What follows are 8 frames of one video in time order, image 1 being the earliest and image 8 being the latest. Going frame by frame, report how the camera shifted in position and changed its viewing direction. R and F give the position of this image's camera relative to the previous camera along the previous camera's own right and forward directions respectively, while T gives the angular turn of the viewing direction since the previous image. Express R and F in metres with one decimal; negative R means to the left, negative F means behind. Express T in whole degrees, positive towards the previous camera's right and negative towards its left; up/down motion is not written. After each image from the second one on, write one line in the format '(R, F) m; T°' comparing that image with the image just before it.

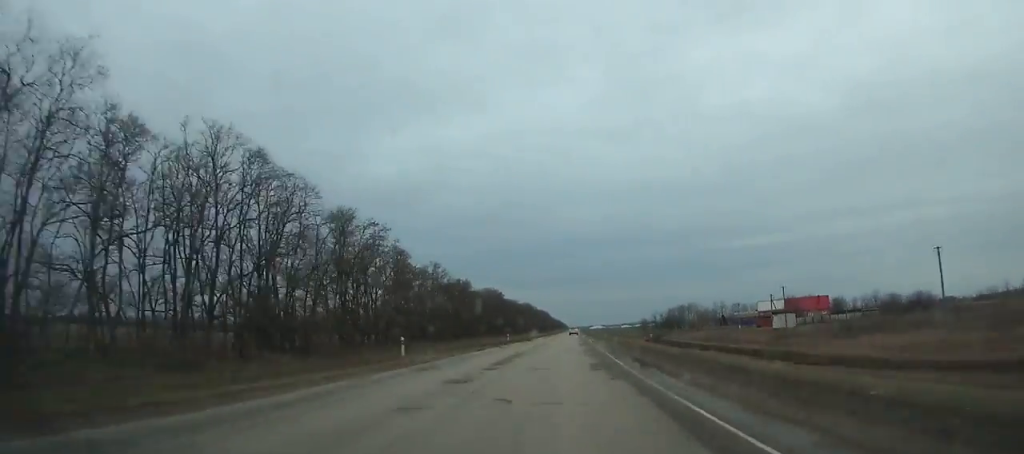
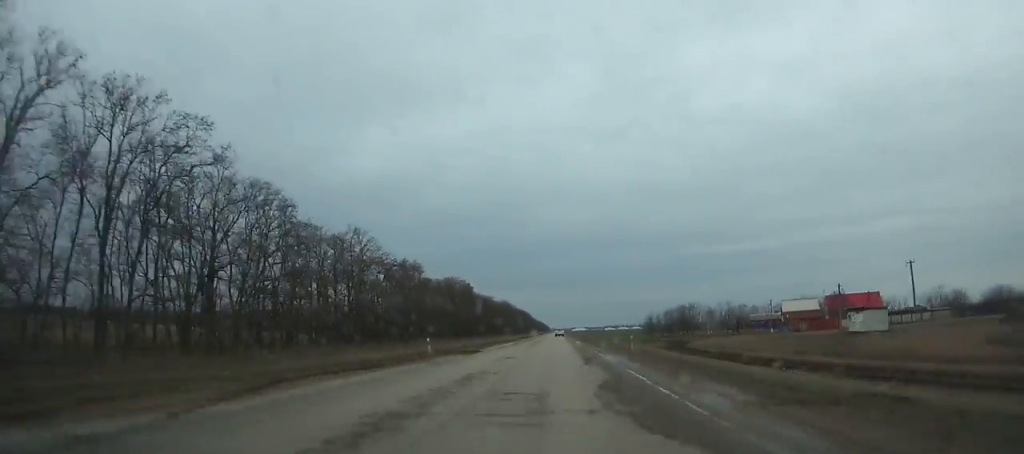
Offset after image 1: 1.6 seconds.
(+0.7, +37.0) m; +1°
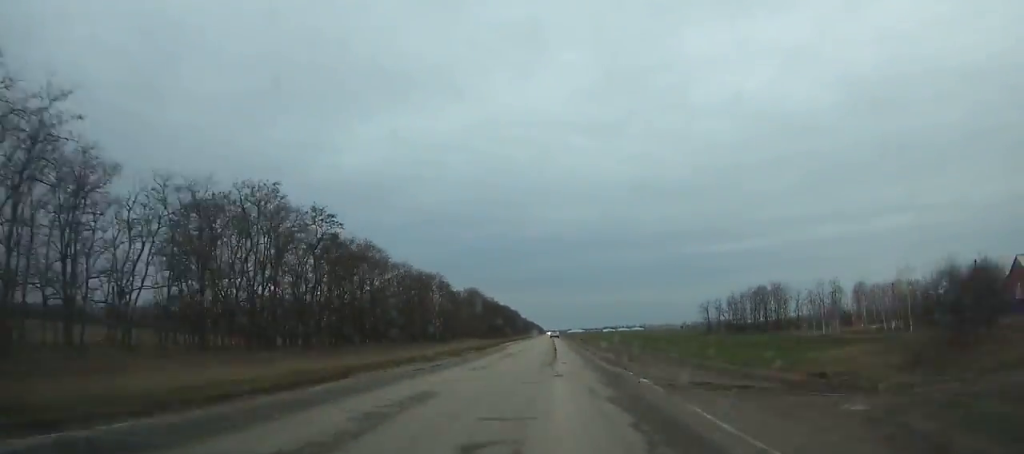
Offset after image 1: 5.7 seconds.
(+1.6, +96.7) m; +1°
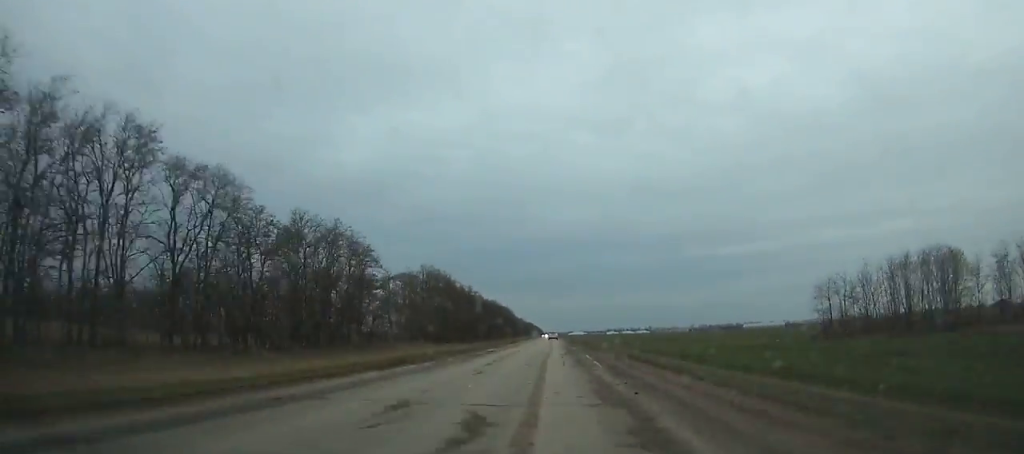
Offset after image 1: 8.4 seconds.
(0.0, +65.1) m; 0°
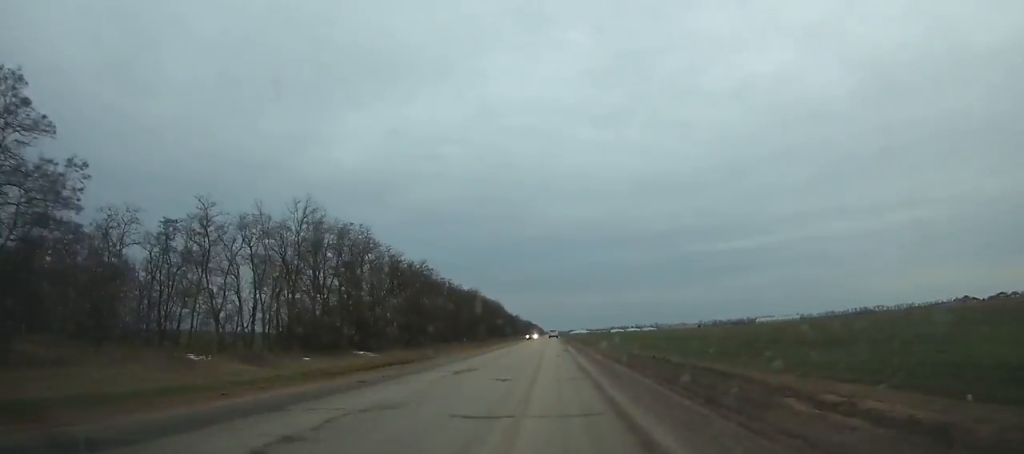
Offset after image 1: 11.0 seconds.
(-0.2, +63.6) m; 0°
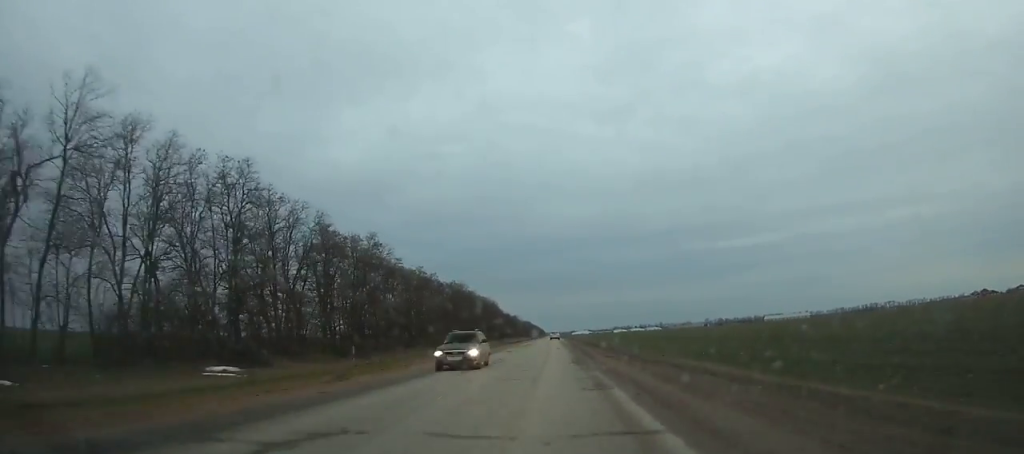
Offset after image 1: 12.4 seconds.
(-0.2, +34.5) m; 0°
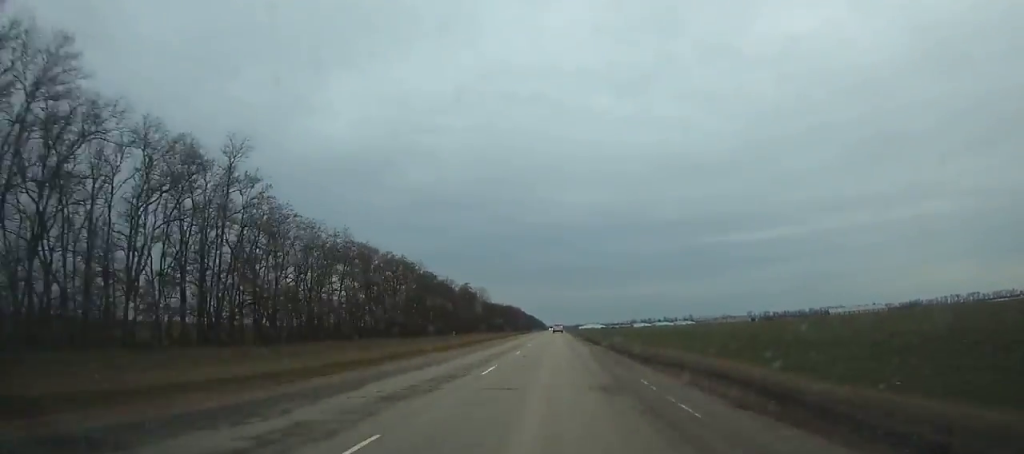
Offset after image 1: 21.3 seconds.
(-0.3, +222.0) m; 0°
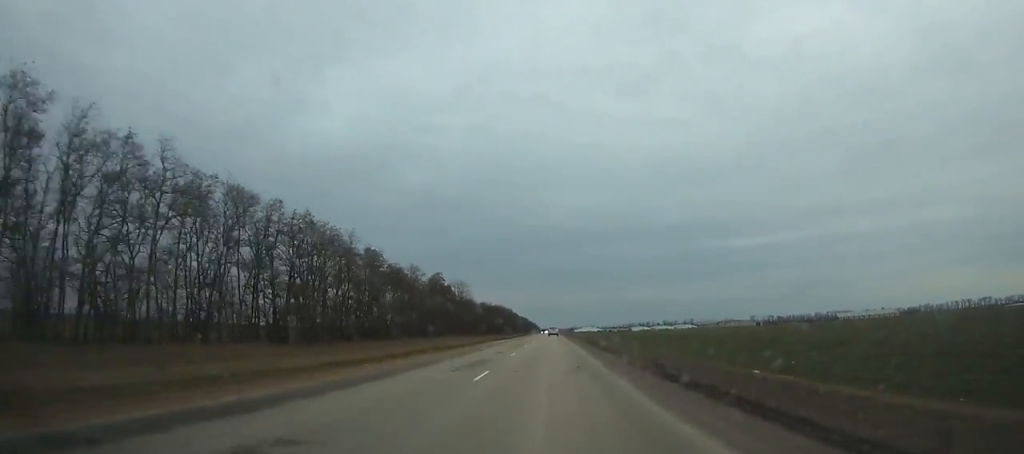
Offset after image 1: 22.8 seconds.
(0.0, +37.3) m; 0°
